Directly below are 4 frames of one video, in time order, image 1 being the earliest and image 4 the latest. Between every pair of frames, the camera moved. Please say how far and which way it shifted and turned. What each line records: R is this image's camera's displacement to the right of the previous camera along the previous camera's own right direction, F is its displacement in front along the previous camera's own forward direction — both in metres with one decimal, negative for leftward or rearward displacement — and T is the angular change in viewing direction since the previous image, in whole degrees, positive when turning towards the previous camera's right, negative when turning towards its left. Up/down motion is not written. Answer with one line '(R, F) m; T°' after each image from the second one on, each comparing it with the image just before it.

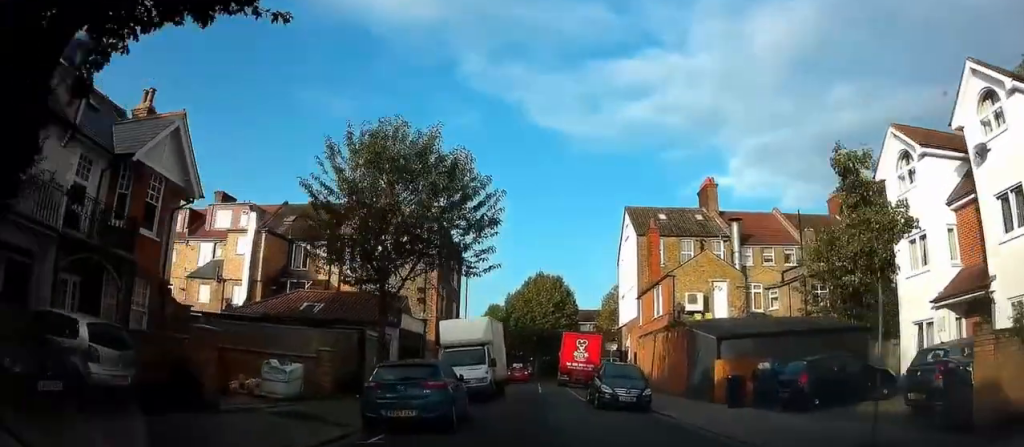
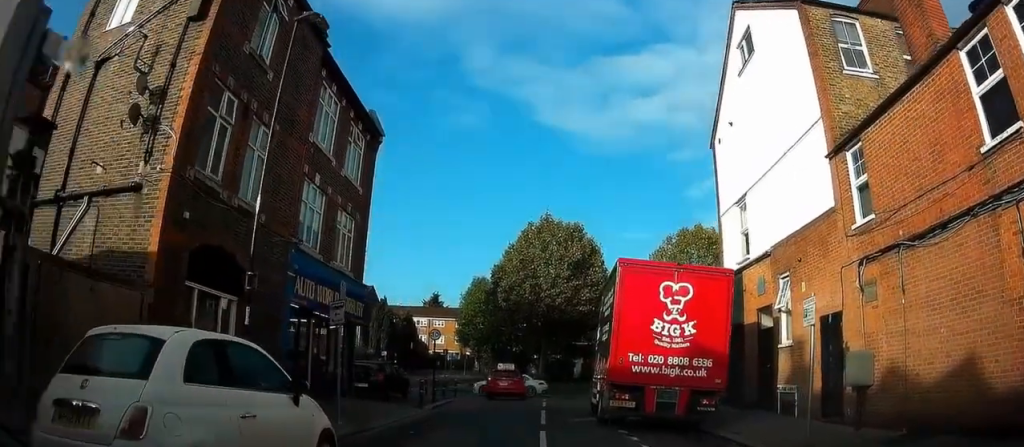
(-1.0, +25.7) m; +1°
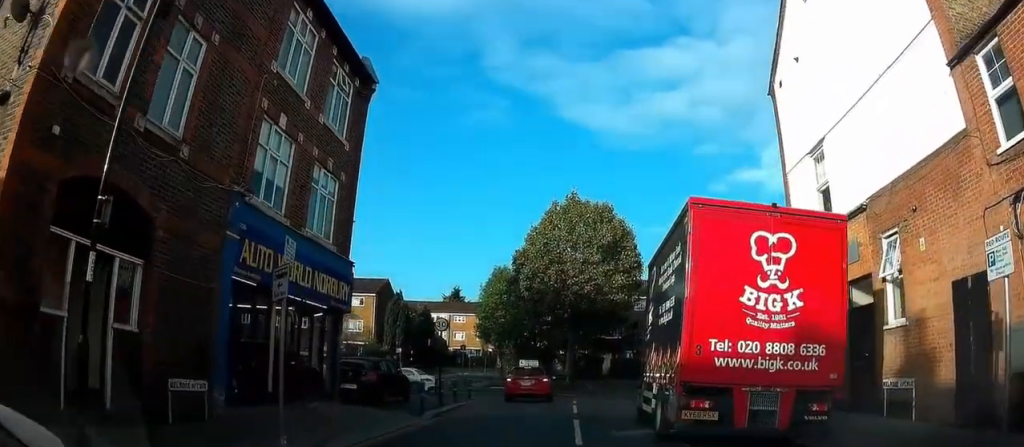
(+0.1, +4.2) m; -5°
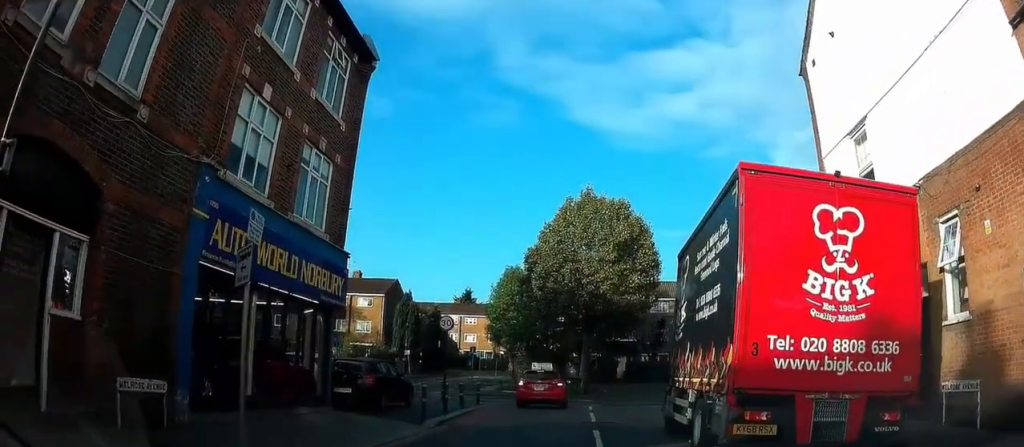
(-0.1, +1.7) m; -2°
